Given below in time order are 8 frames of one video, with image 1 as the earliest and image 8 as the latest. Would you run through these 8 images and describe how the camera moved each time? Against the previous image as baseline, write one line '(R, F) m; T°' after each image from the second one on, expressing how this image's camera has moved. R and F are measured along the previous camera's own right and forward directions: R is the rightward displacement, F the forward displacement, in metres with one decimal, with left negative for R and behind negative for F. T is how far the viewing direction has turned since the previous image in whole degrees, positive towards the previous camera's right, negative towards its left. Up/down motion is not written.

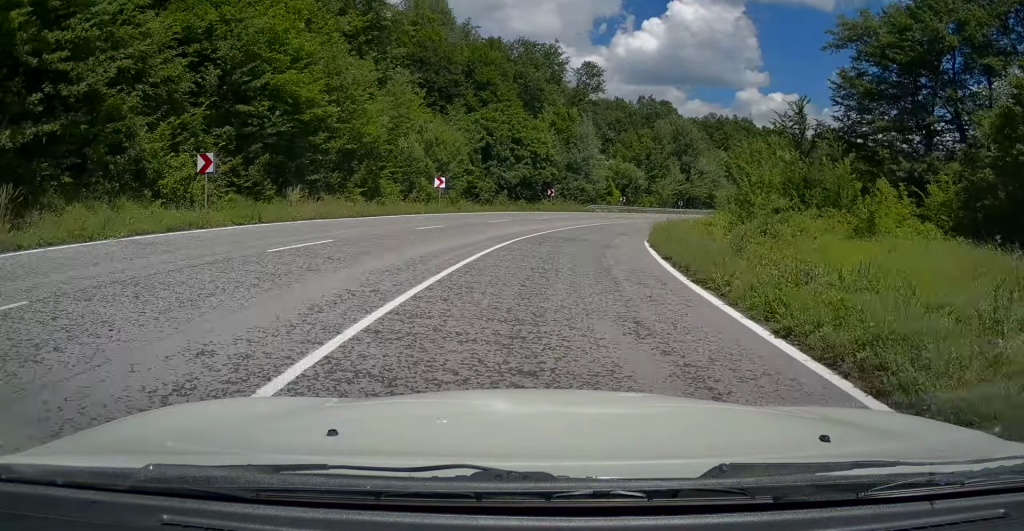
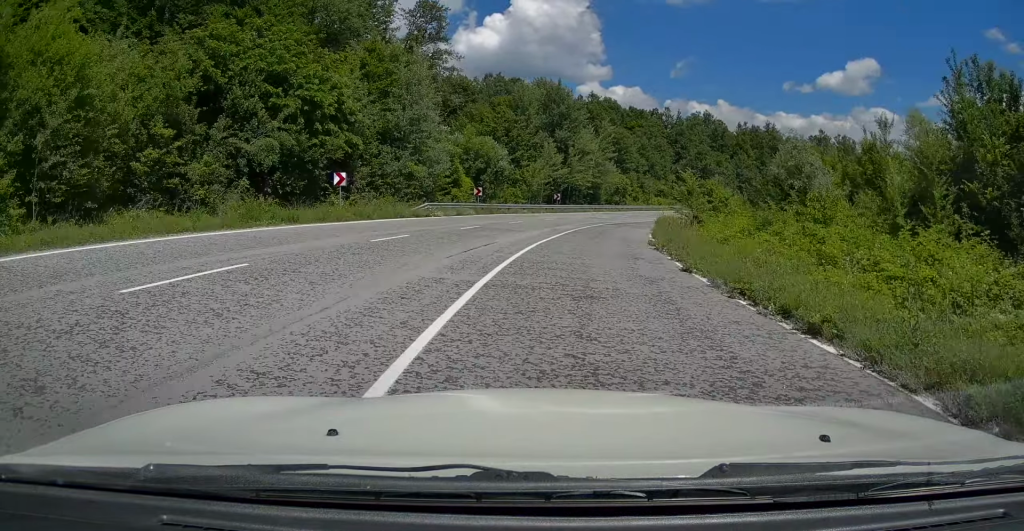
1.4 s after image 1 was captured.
(+3.6, +30.8) m; +14°
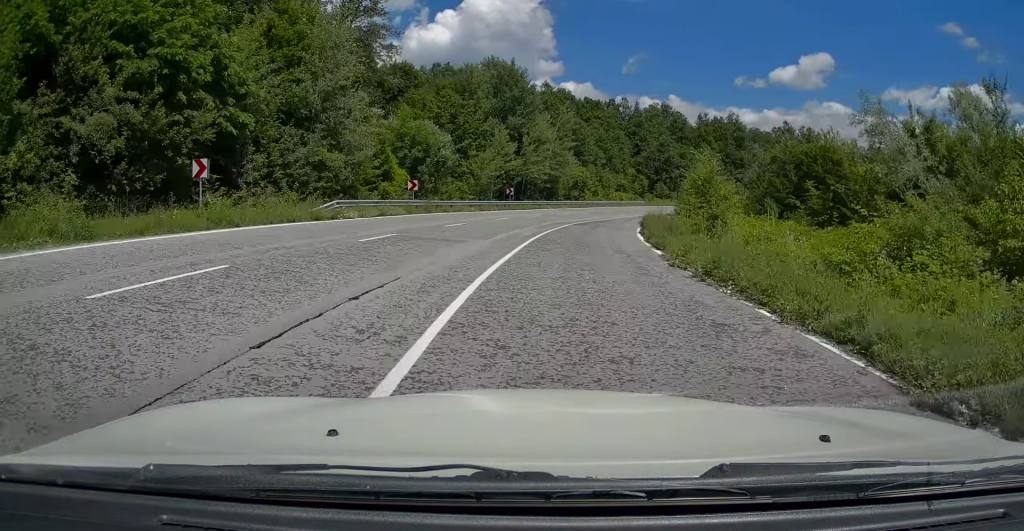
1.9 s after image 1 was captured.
(+0.5, +9.1) m; +4°
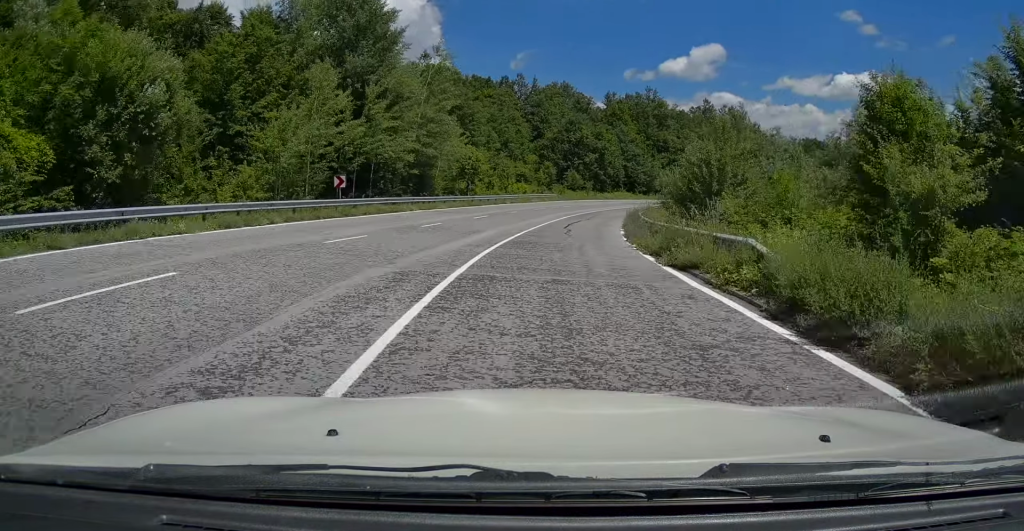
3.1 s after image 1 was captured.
(+2.4, +26.4) m; +11°
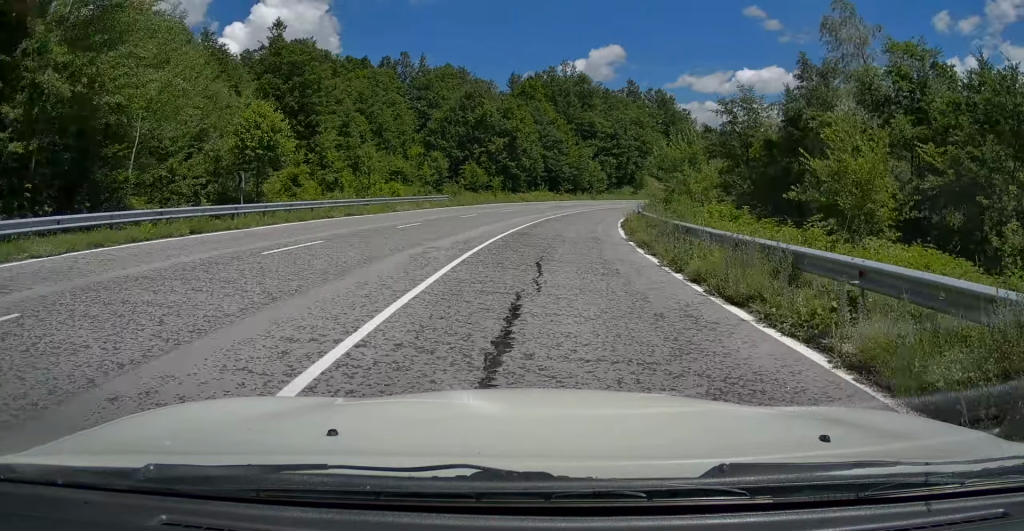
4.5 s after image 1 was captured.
(+2.9, +28.4) m; +10°
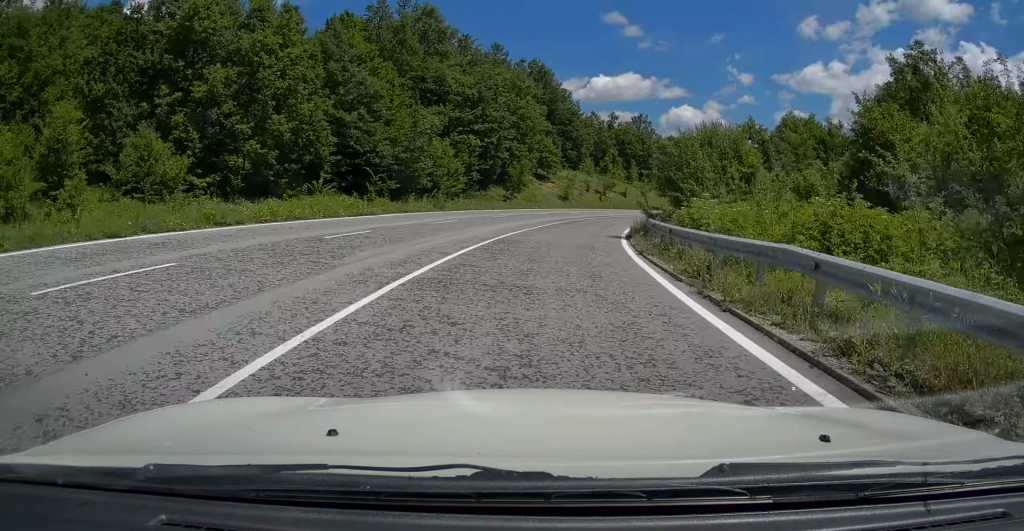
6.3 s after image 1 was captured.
(+3.9, +39.9) m; +12°
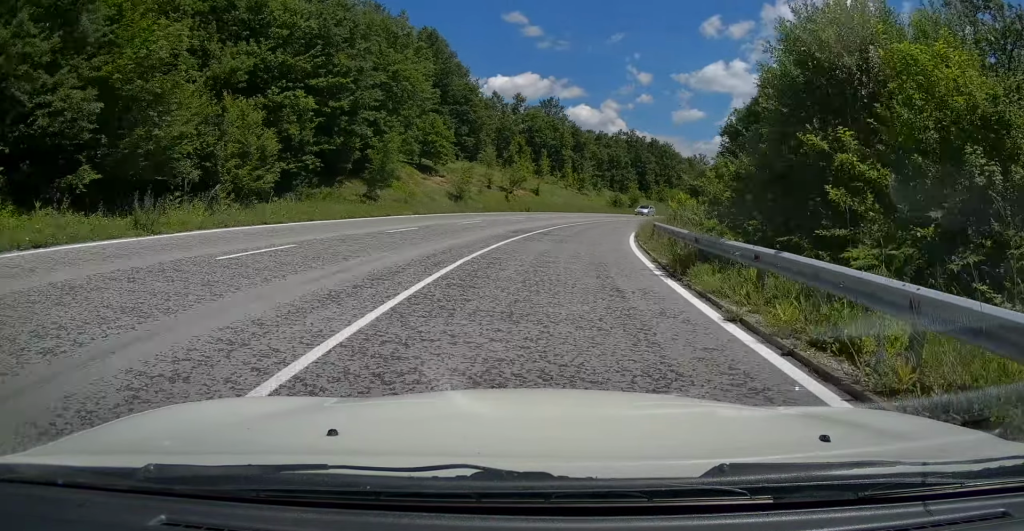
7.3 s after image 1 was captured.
(+1.6, +22.6) m; +9°
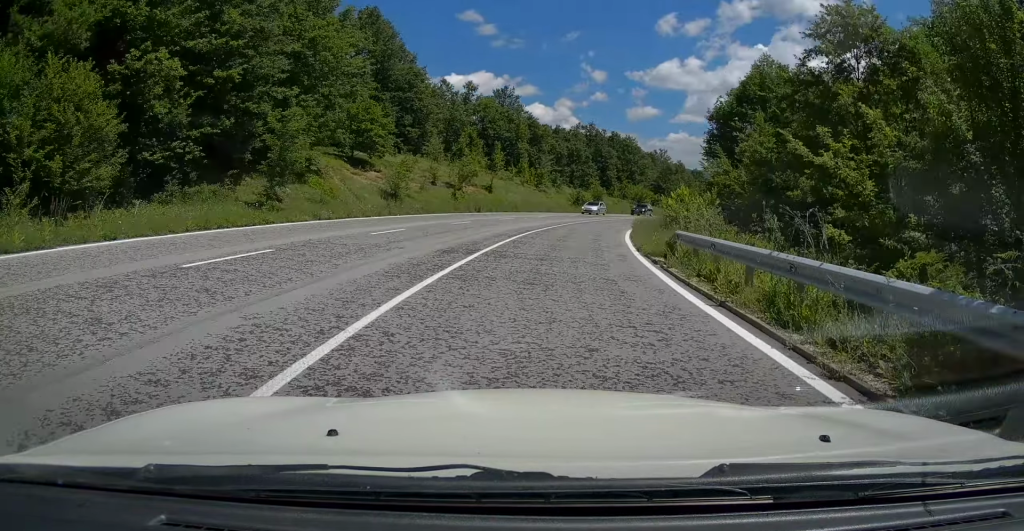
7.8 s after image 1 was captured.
(+0.7, +9.5) m; +3°
